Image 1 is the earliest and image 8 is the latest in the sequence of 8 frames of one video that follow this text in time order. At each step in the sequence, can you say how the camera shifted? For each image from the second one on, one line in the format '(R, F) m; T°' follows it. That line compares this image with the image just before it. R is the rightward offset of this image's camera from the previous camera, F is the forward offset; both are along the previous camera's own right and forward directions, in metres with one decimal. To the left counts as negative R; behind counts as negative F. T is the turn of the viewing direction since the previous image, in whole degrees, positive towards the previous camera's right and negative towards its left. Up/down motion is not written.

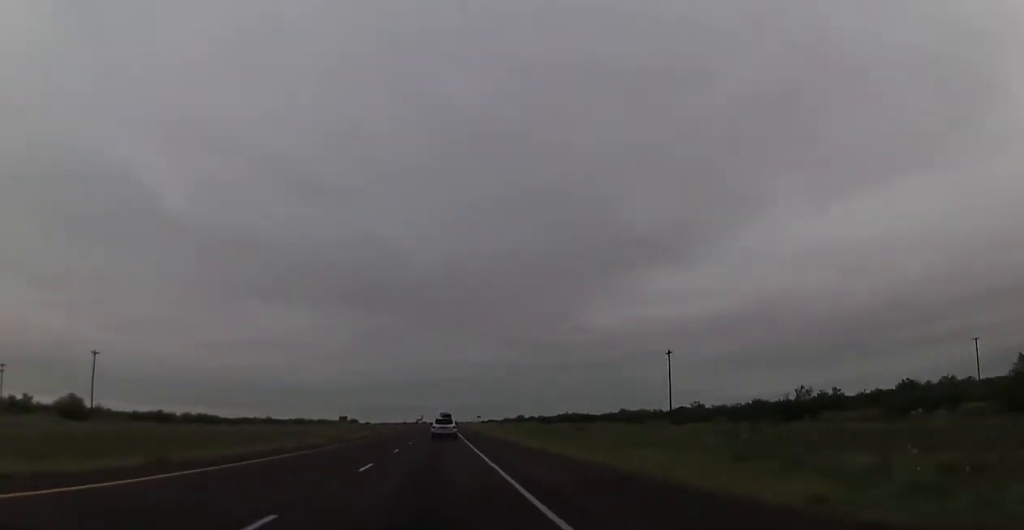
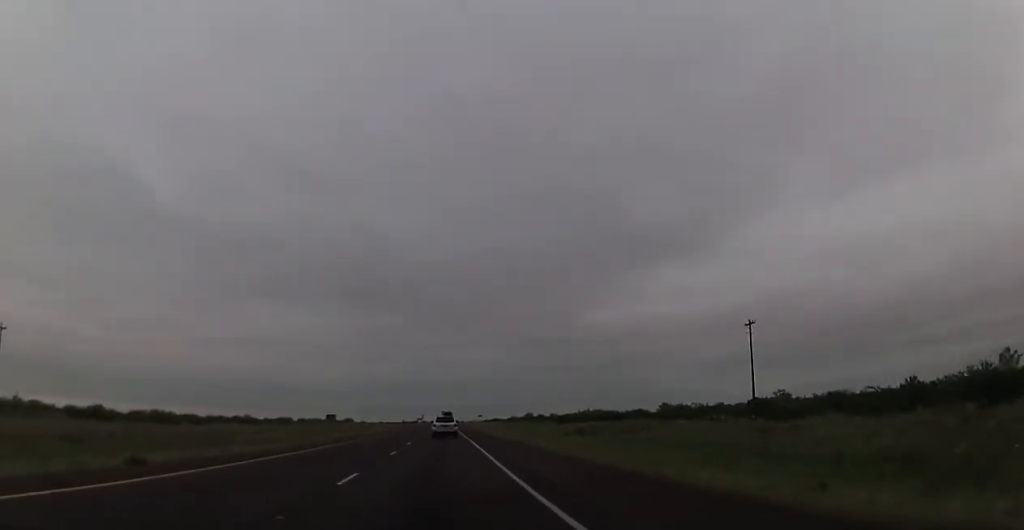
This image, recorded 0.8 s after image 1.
(-0.3, +28.4) m; -1°
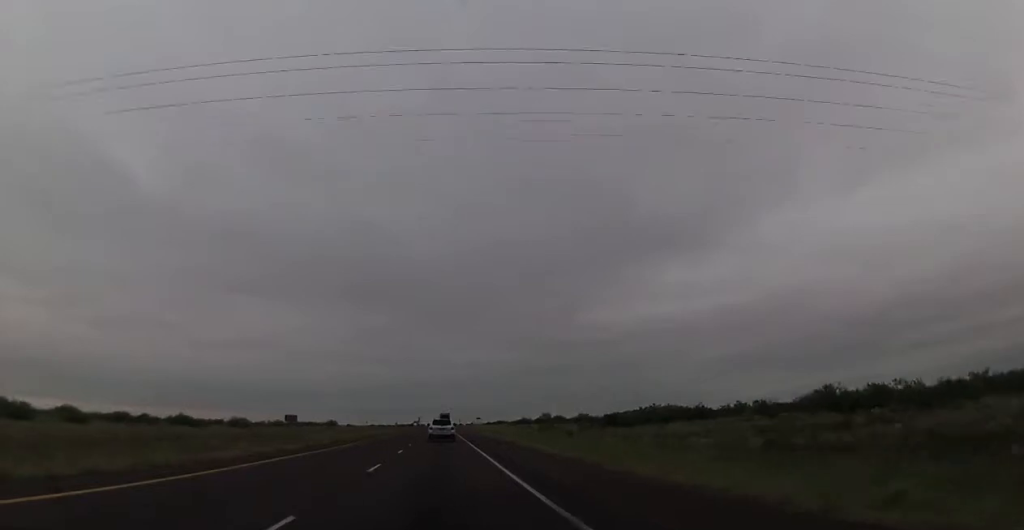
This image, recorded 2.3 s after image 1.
(+0.2, +55.6) m; +1°
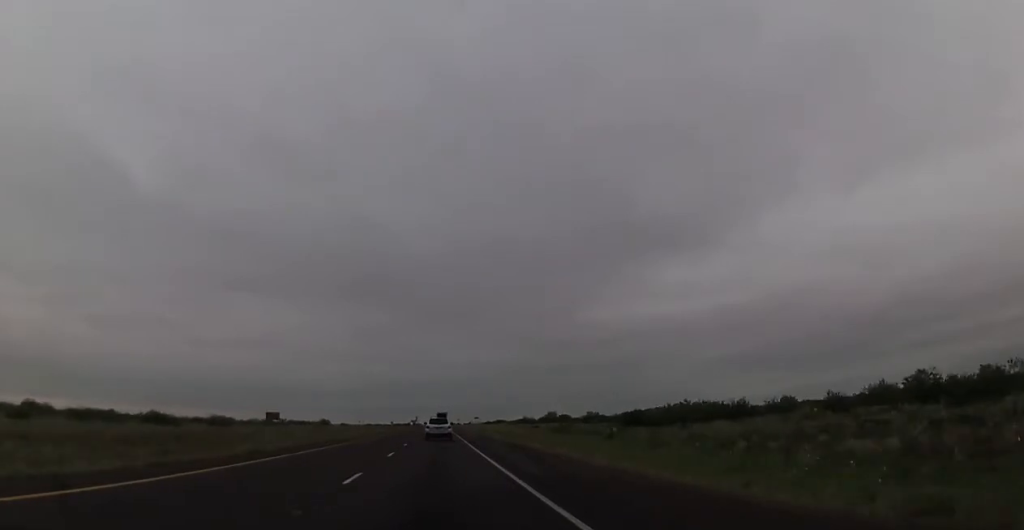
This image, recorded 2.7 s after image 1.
(0.0, +16.1) m; 0°
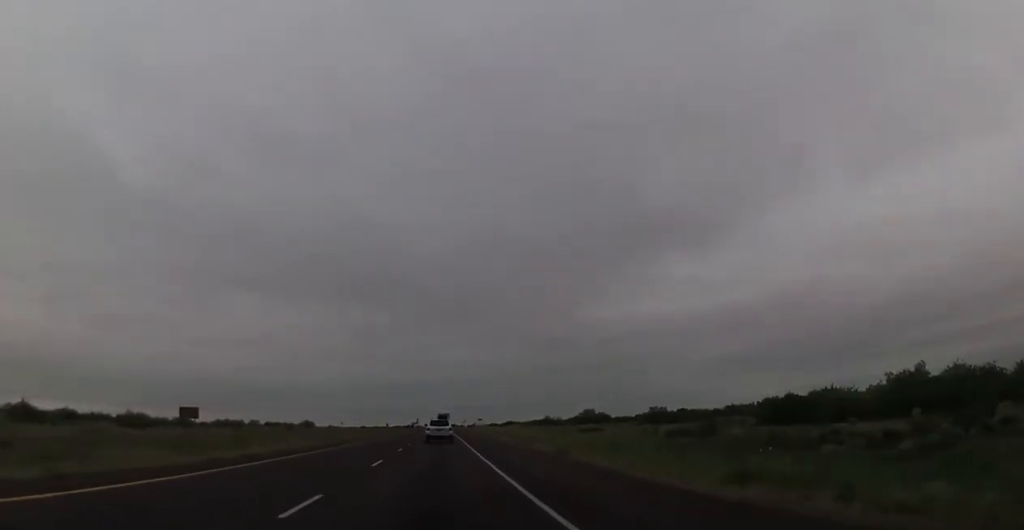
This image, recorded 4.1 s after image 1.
(-0.6, +53.3) m; -1°
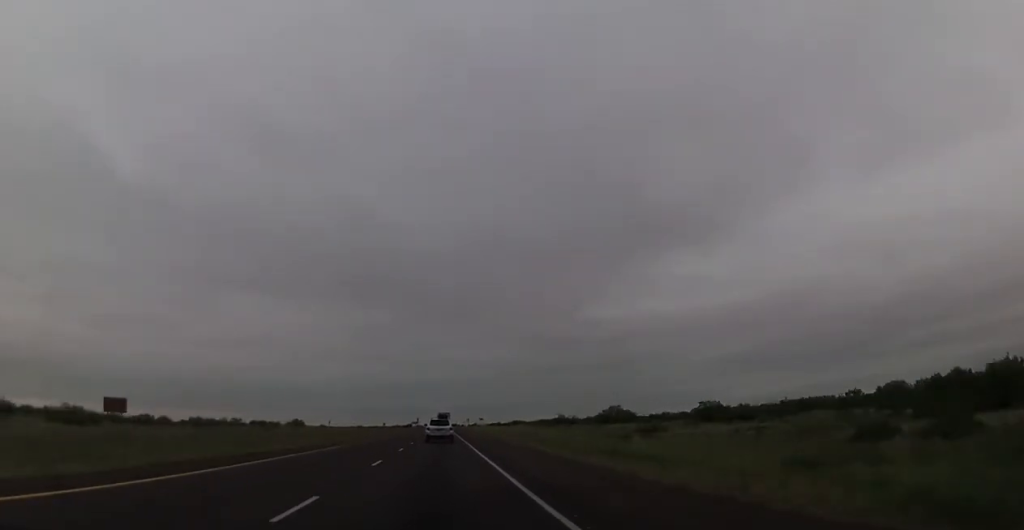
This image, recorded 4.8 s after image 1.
(+0.1, +24.7) m; 0°
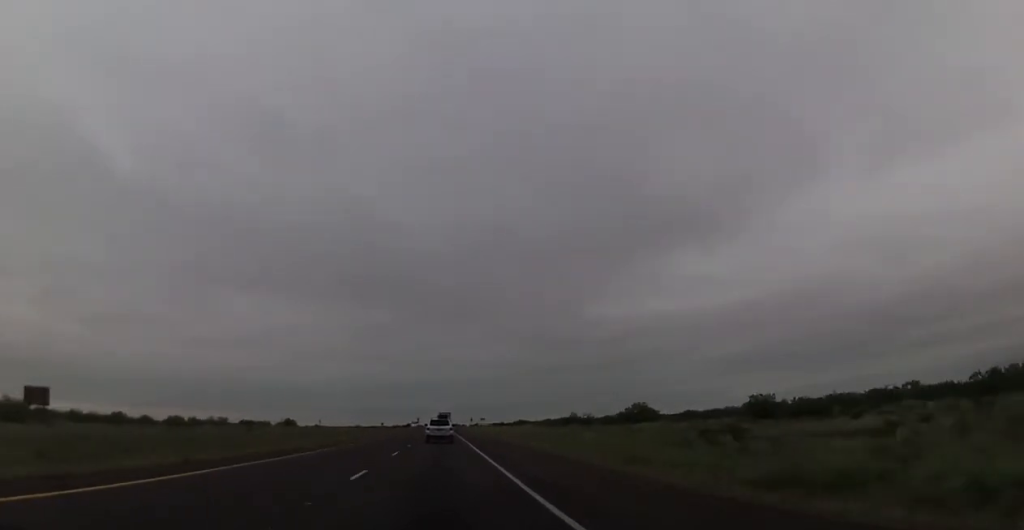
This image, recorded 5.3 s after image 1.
(+0.2, +17.3) m; 0°
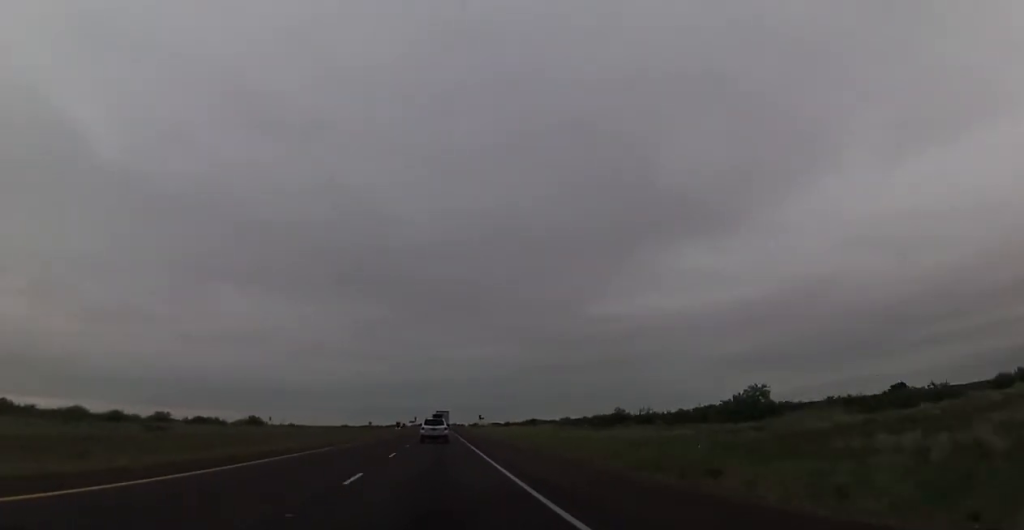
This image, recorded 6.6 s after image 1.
(-0.3, +49.4) m; -1°
